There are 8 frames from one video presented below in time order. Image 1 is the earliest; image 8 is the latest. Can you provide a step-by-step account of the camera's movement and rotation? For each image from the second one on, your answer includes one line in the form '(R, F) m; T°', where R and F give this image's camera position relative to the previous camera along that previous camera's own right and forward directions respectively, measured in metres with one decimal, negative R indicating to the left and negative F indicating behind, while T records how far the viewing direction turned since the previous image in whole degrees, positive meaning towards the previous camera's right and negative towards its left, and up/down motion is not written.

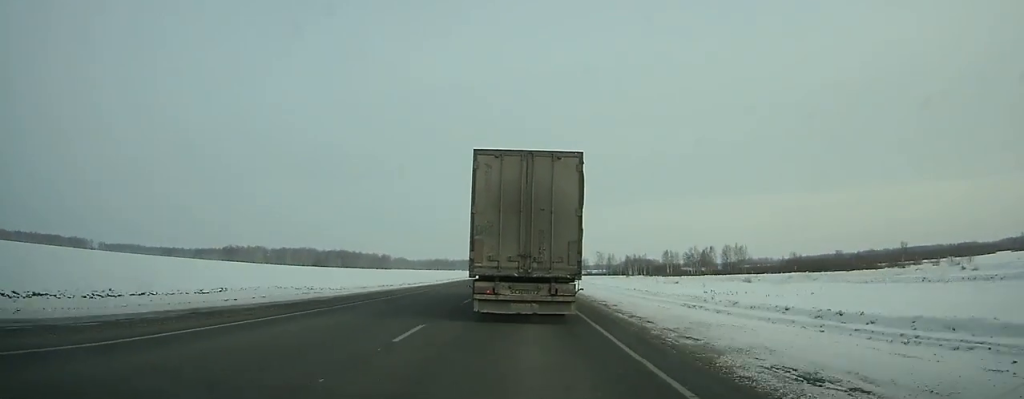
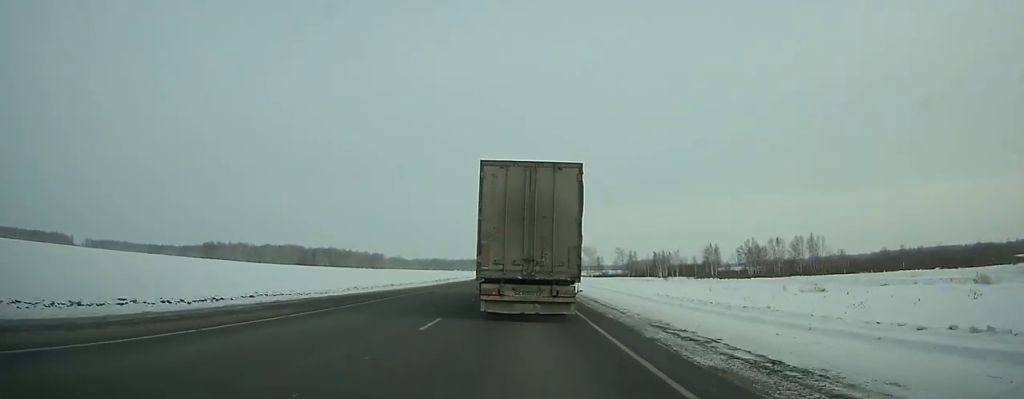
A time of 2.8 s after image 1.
(-0.2, +59.5) m; 0°
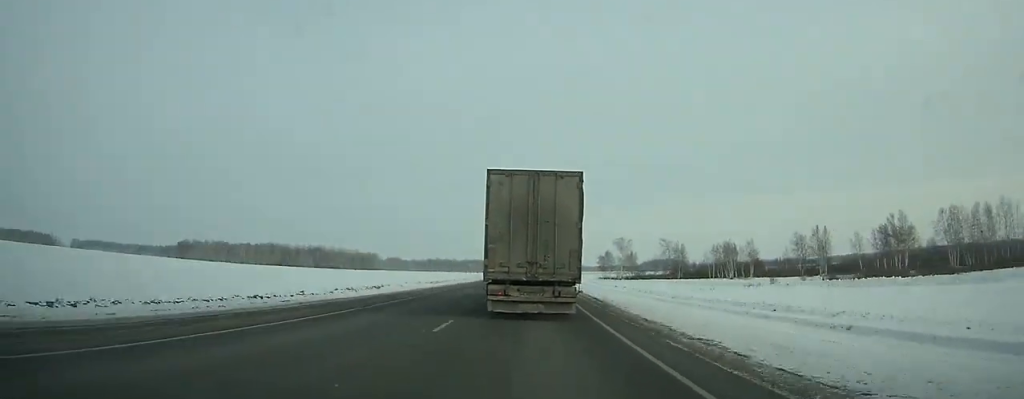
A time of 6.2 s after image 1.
(0.0, +72.6) m; 0°
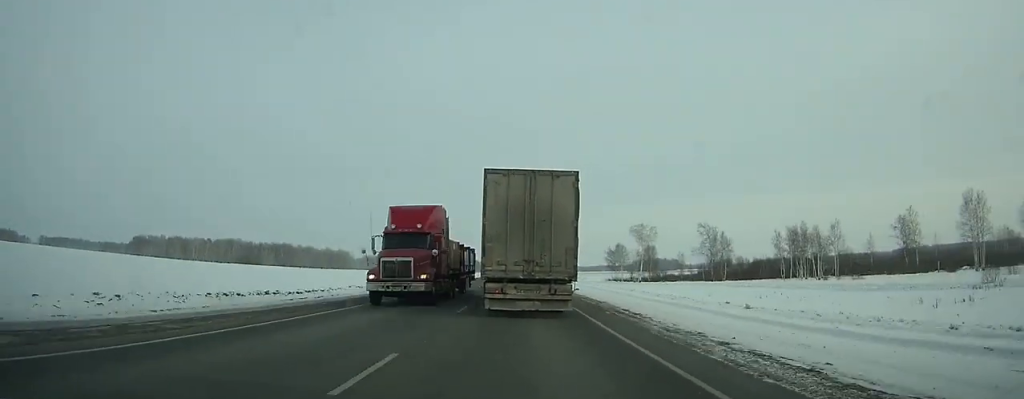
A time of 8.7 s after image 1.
(+0.2, +53.8) m; 0°
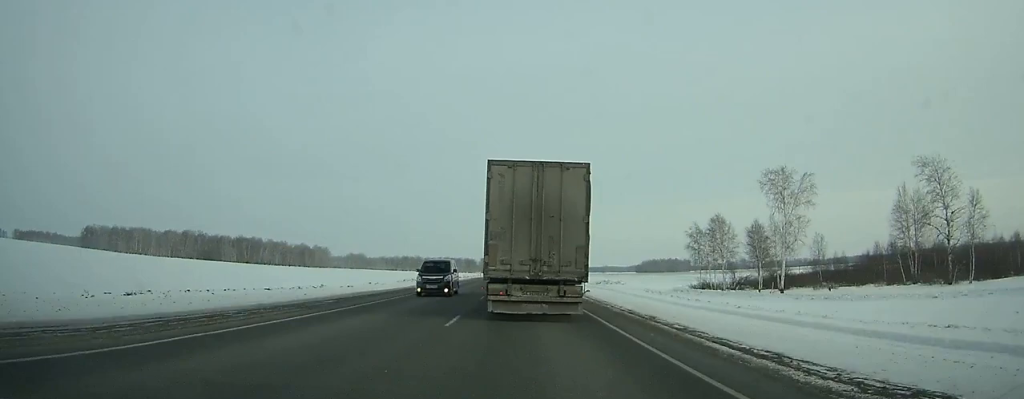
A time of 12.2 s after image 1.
(-0.1, +75.5) m; 0°
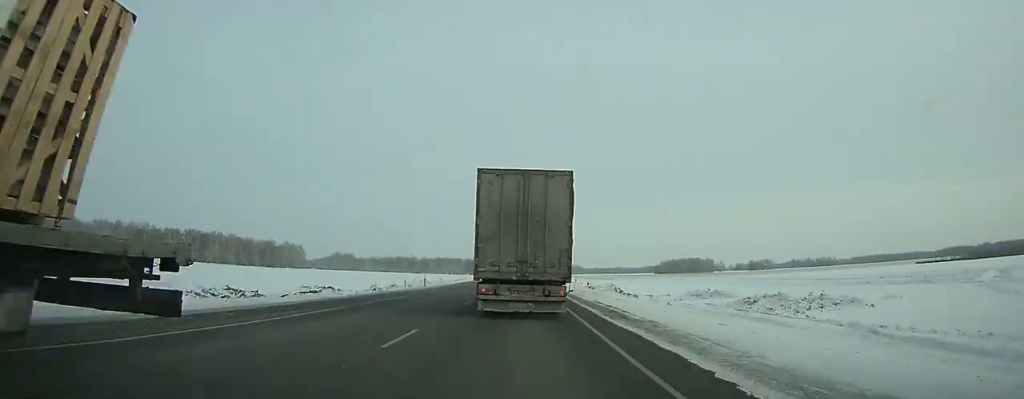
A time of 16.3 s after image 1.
(+0.1, +87.4) m; 0°
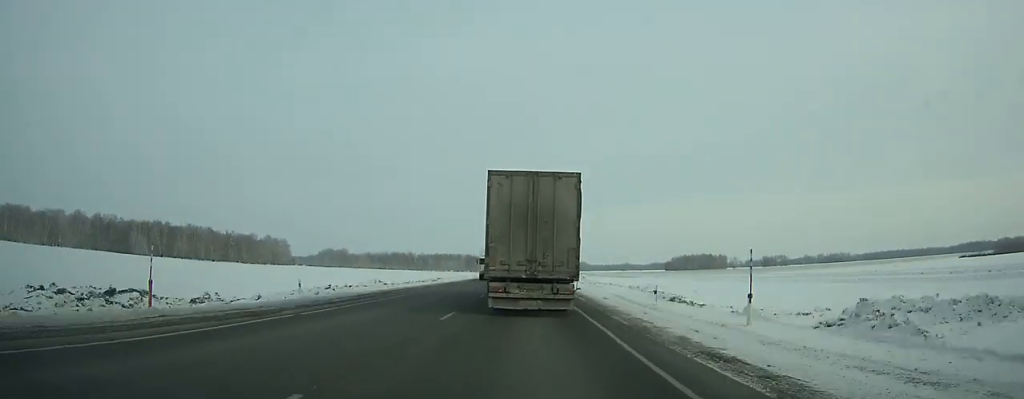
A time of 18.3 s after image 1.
(-0.1, +42.2) m; 0°
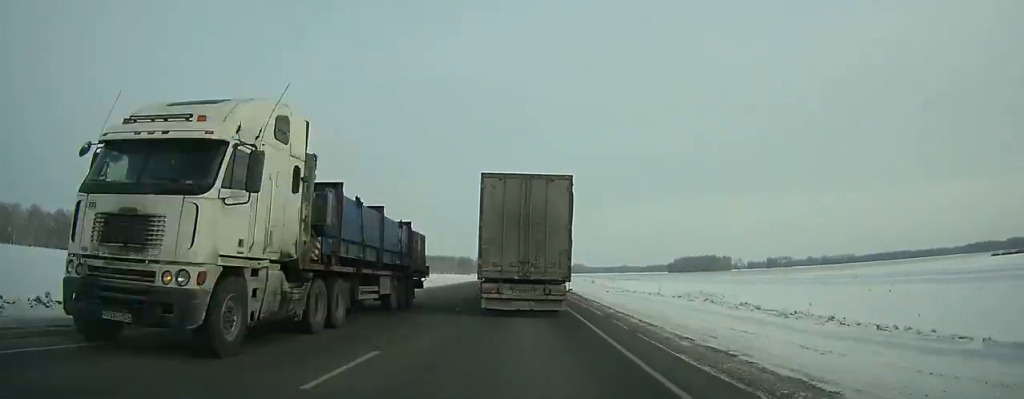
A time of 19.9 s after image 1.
(0.0, +33.5) m; 0°
